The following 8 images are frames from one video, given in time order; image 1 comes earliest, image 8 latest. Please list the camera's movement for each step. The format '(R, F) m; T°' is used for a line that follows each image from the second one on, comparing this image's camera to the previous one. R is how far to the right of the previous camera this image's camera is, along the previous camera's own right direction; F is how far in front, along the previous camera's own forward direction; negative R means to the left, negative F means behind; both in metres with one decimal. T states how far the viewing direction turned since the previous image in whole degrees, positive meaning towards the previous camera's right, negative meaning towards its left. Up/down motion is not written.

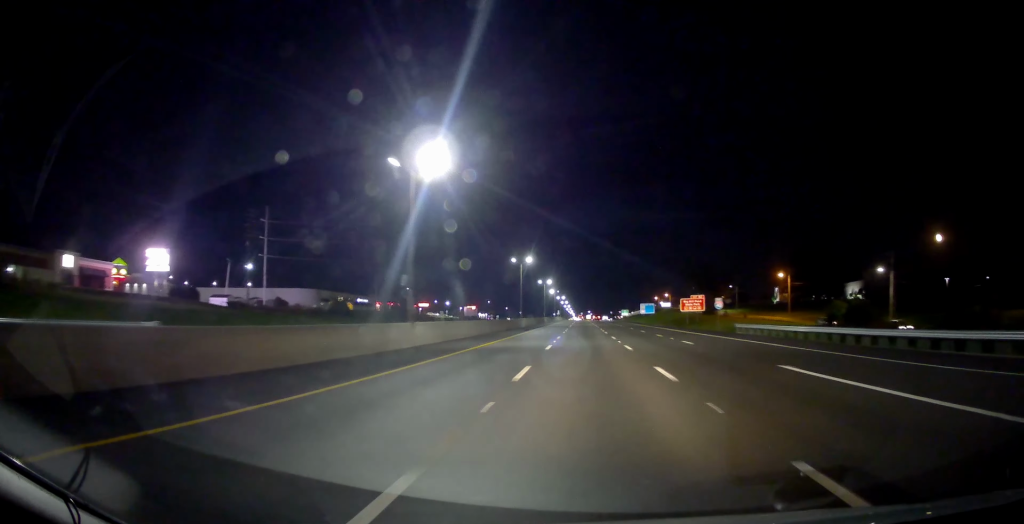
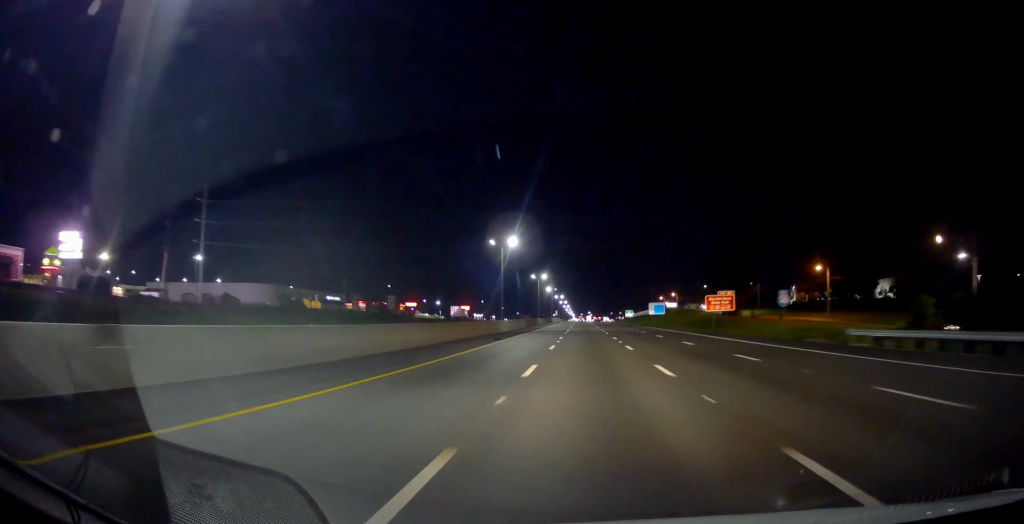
(+0.1, +23.4) m; 0°
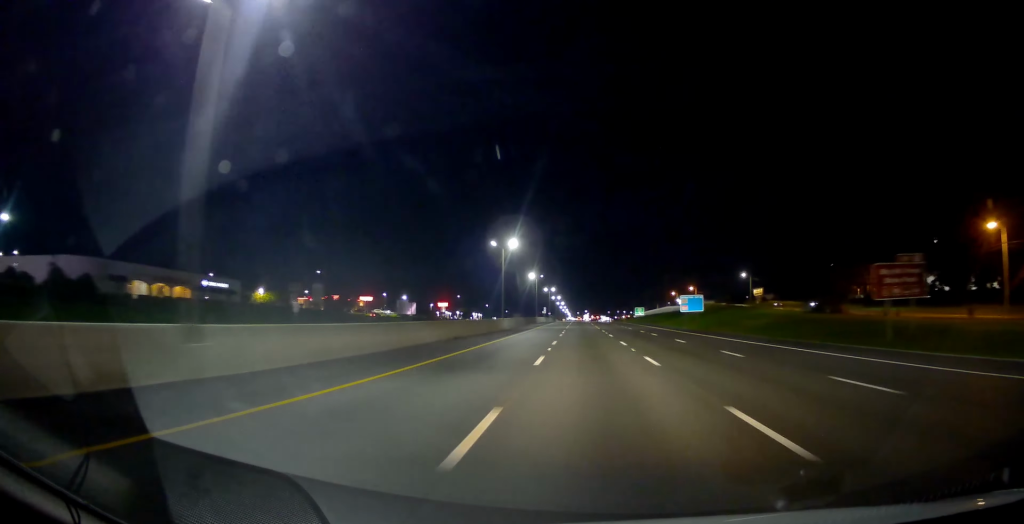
(-0.2, +57.6) m; 0°
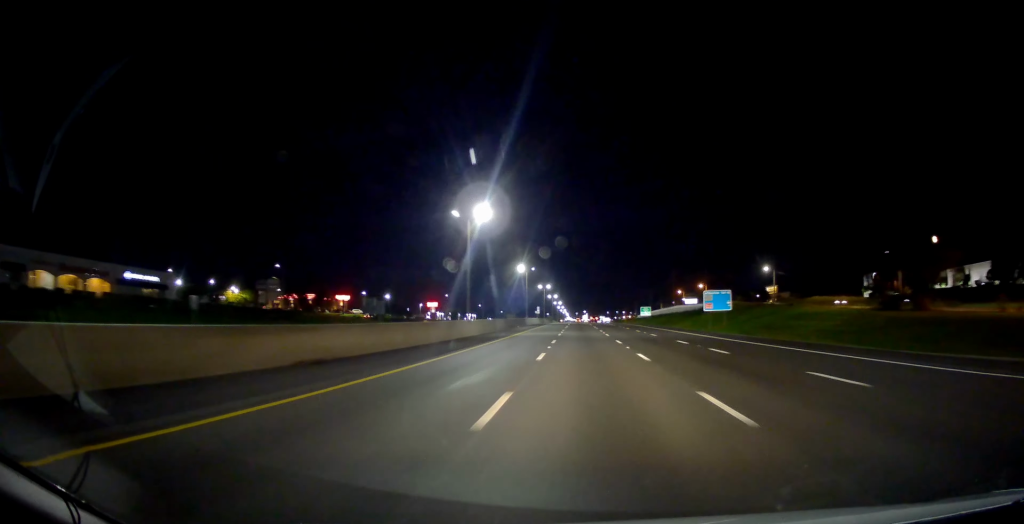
(+0.3, +22.5) m; 0°
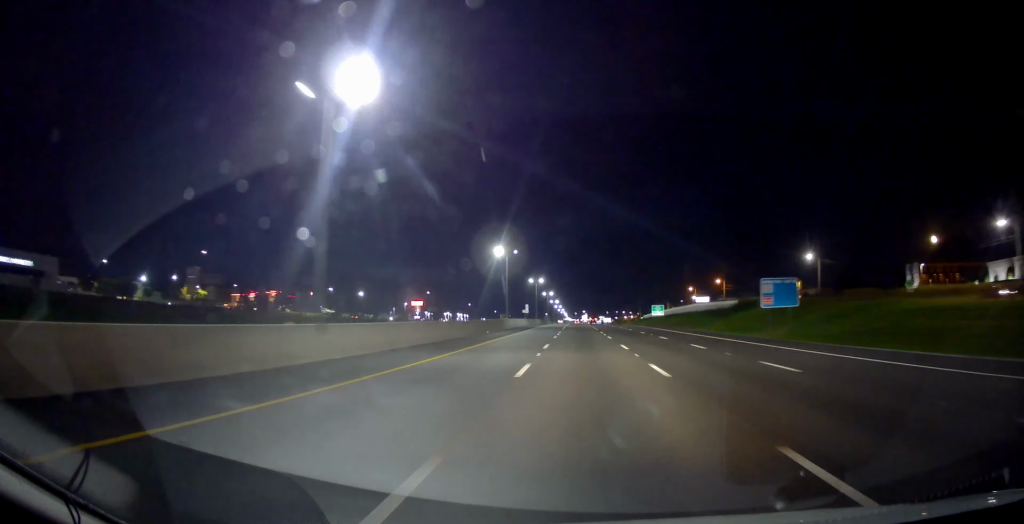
(-0.3, +29.9) m; 0°
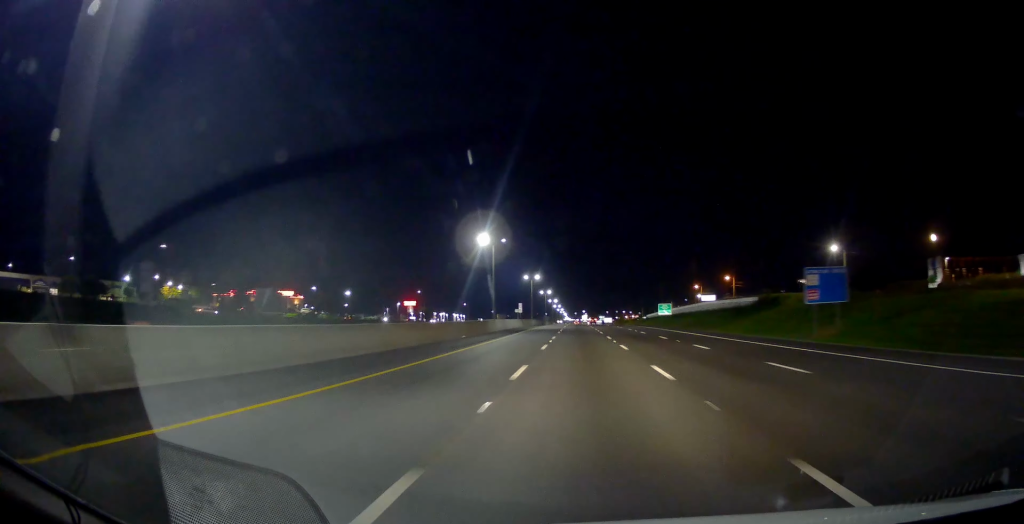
(0.0, +12.8) m; 0°
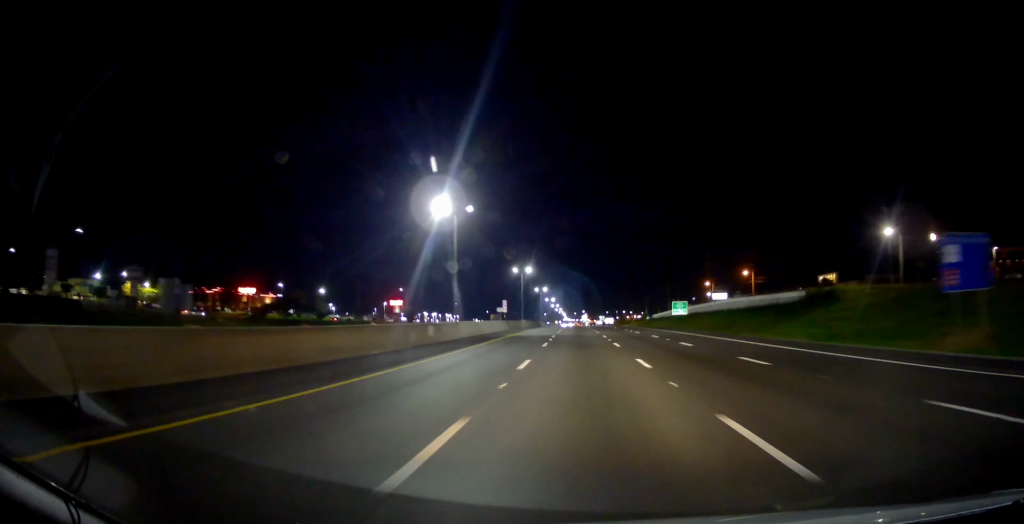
(+0.5, +21.3) m; 0°
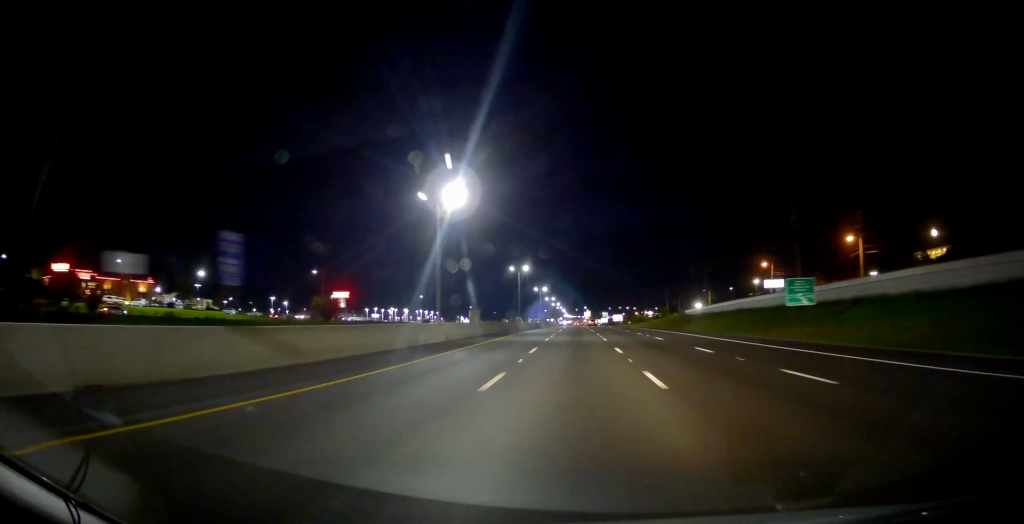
(+0.4, +66.2) m; +1°
